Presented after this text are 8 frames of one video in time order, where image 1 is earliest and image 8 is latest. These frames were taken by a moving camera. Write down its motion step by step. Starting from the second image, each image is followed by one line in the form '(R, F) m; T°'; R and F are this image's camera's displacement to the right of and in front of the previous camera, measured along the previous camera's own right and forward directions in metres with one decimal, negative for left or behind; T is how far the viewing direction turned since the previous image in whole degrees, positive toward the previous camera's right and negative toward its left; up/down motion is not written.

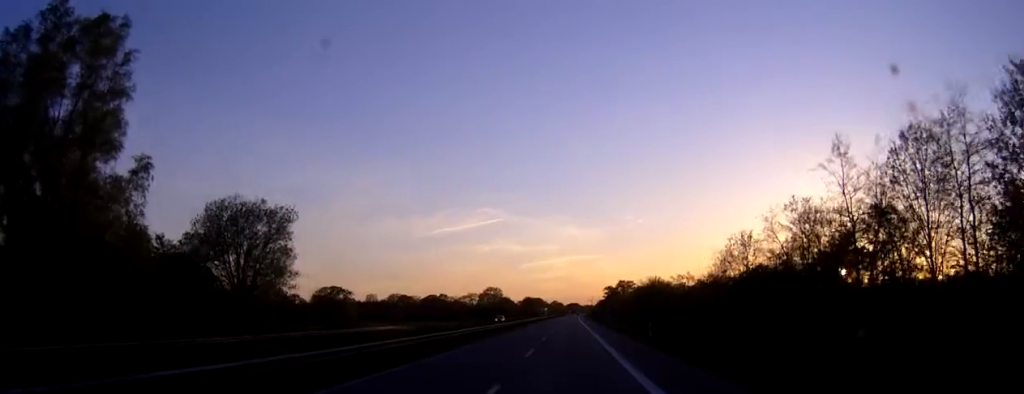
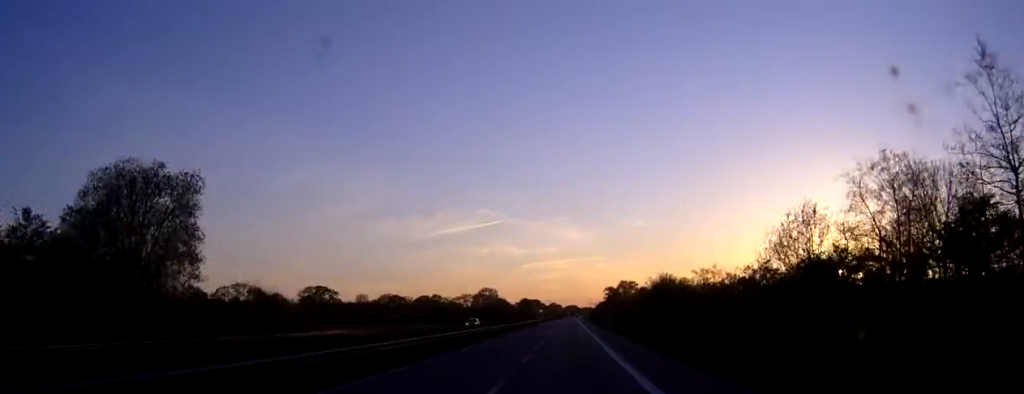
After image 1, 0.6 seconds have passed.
(0.0, +18.0) m; 0°
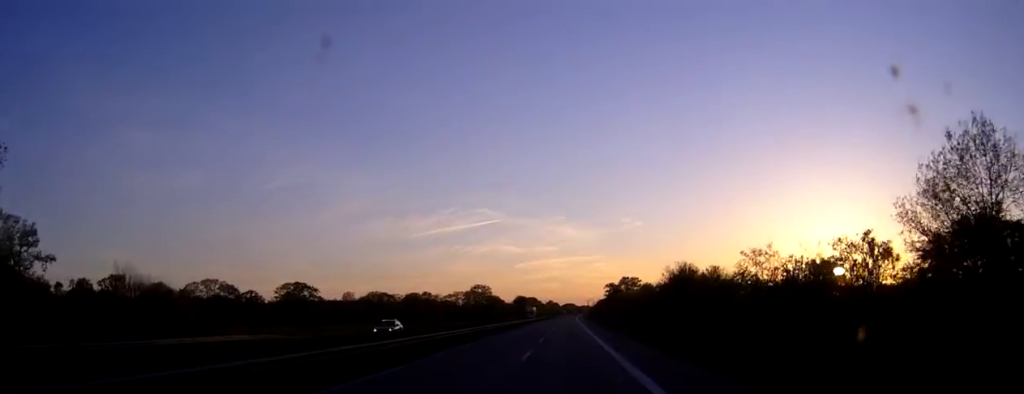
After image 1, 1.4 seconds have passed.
(-0.1, +22.7) m; 0°
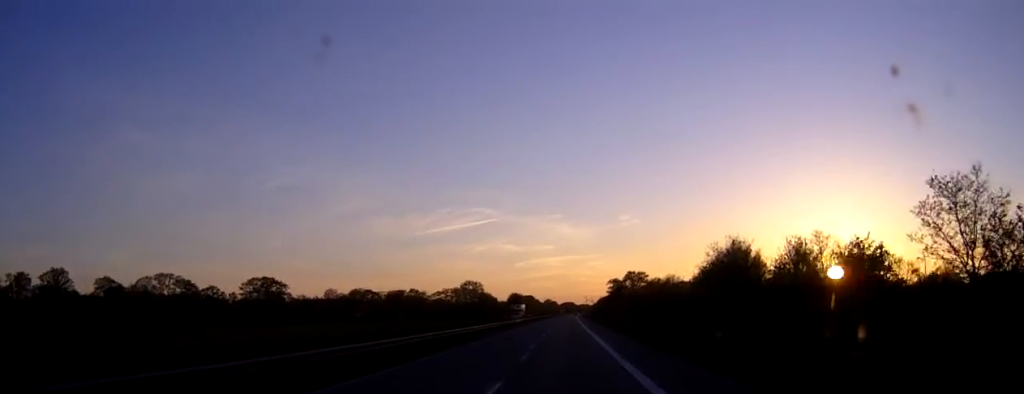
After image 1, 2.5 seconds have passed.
(+0.1, +31.1) m; 0°
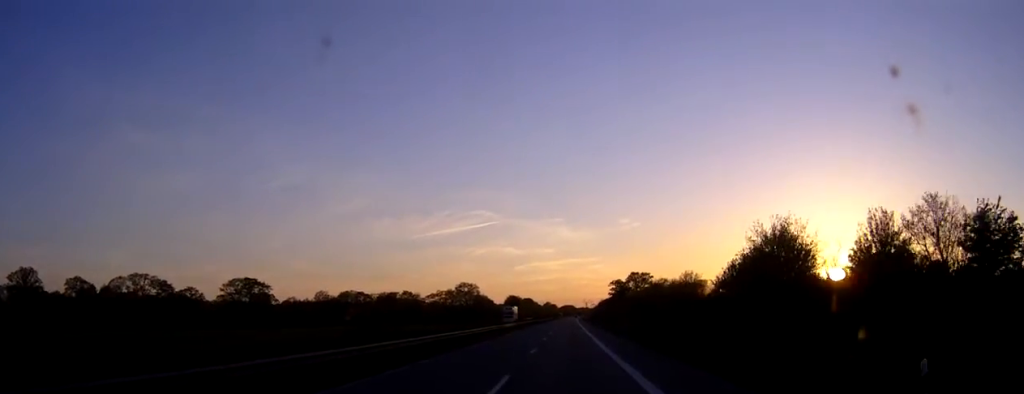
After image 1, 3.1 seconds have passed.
(0.0, +15.0) m; 0°
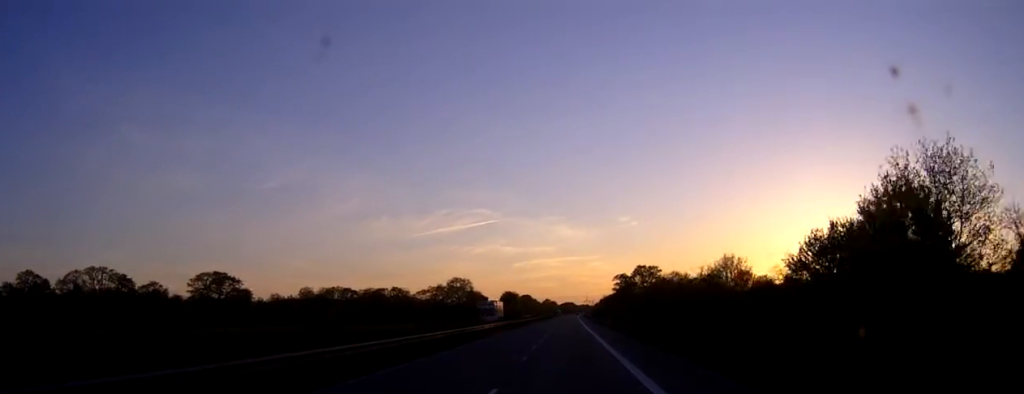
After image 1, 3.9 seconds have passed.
(0.0, +22.6) m; 0°
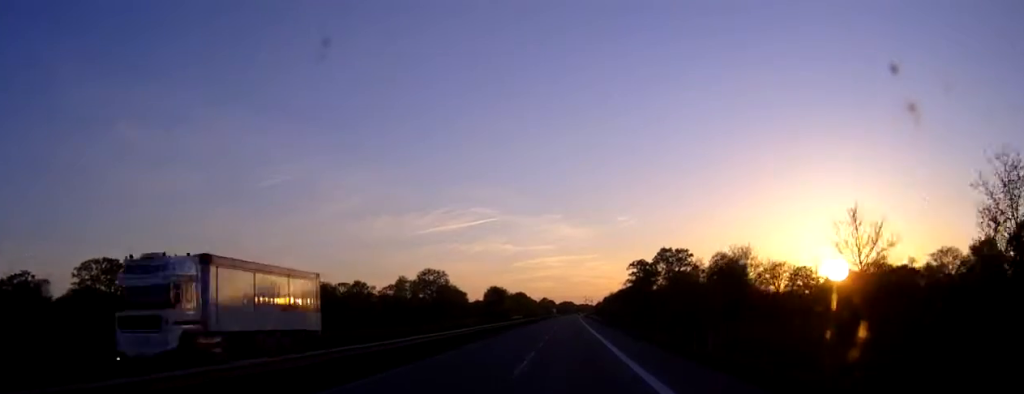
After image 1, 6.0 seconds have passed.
(+0.2, +59.4) m; 0°
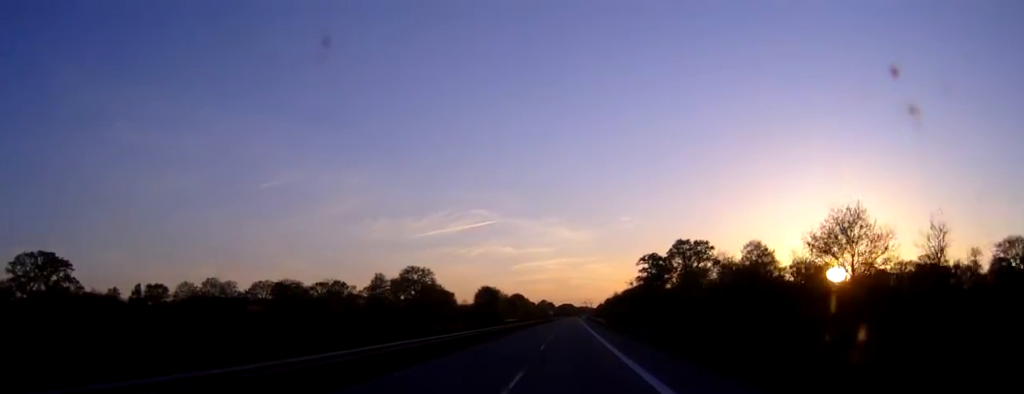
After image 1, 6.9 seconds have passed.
(0.0, +25.4) m; 0°
